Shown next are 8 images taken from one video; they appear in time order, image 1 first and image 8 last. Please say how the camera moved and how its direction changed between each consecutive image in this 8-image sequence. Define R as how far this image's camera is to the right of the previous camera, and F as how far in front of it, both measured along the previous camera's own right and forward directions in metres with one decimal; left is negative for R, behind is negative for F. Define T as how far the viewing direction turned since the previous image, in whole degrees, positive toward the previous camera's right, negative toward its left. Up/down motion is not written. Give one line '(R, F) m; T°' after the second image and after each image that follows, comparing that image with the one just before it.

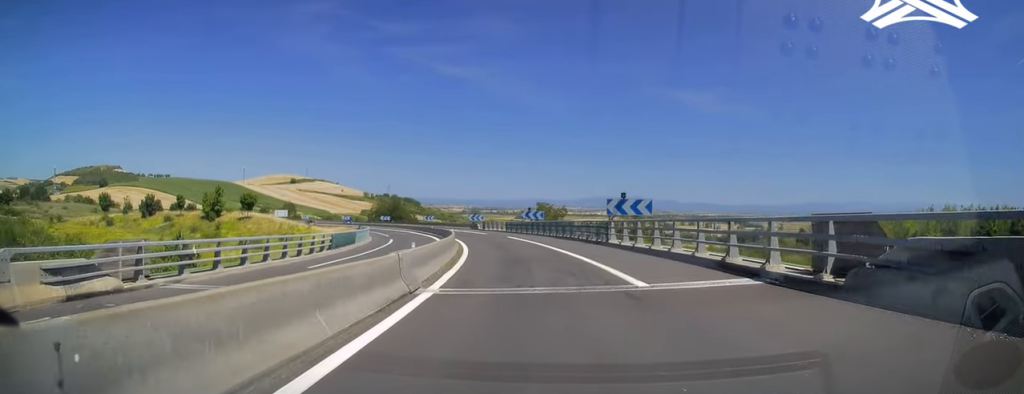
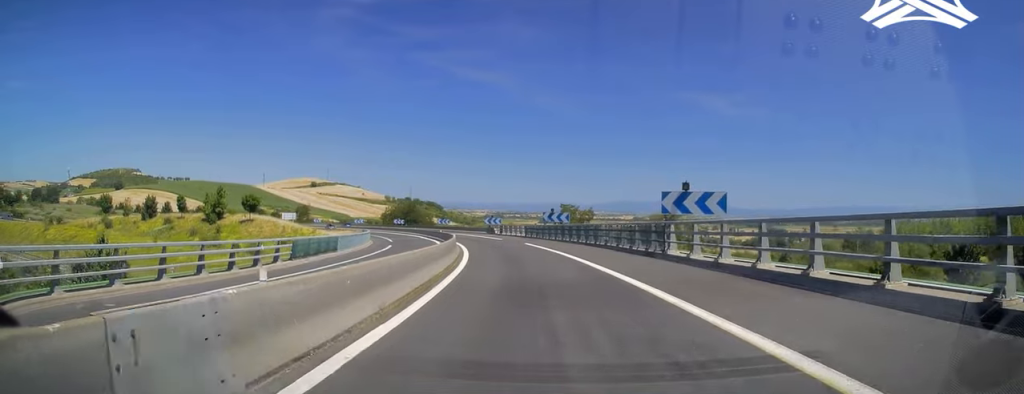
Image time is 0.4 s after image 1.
(+0.1, +9.2) m; -2°
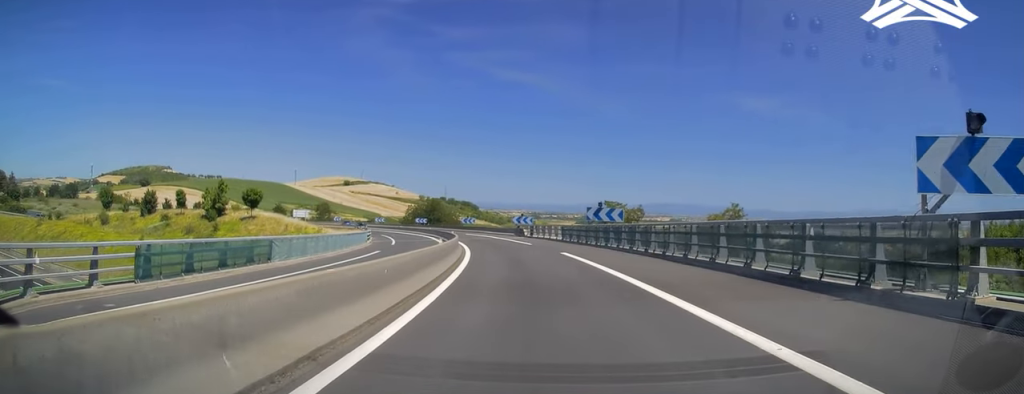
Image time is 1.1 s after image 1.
(-0.8, +14.2) m; -4°
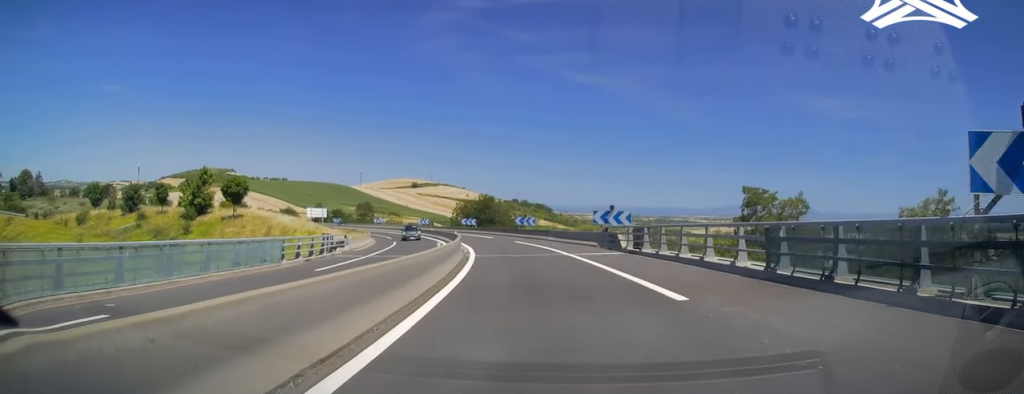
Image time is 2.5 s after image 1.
(-2.0, +30.5) m; -7°
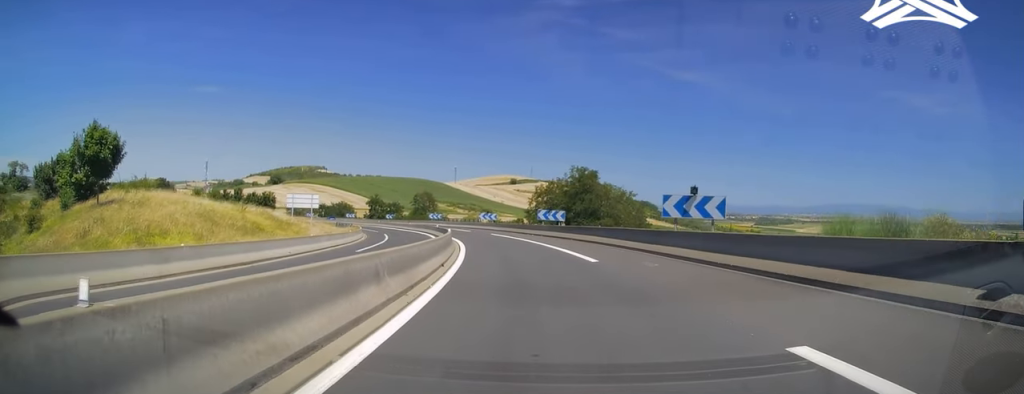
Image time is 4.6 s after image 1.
(-3.8, +43.6) m; -9°
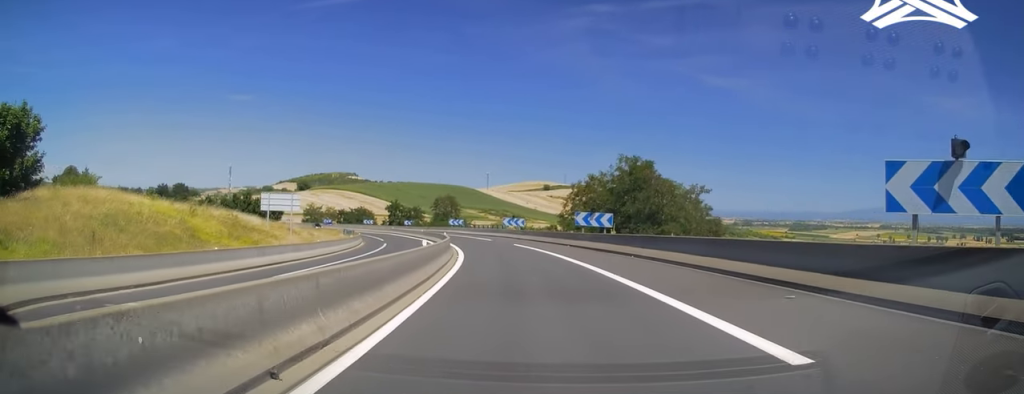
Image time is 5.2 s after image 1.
(-0.1, +13.6) m; -3°
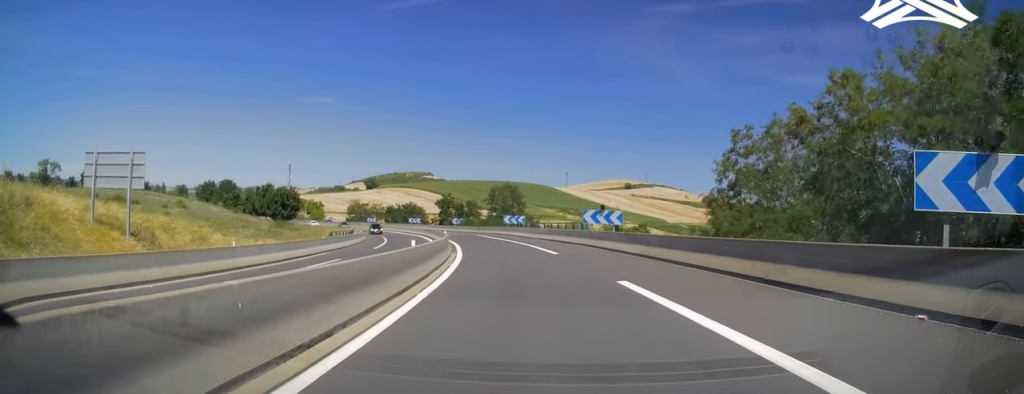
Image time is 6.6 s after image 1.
(-2.3, +30.3) m; -8°
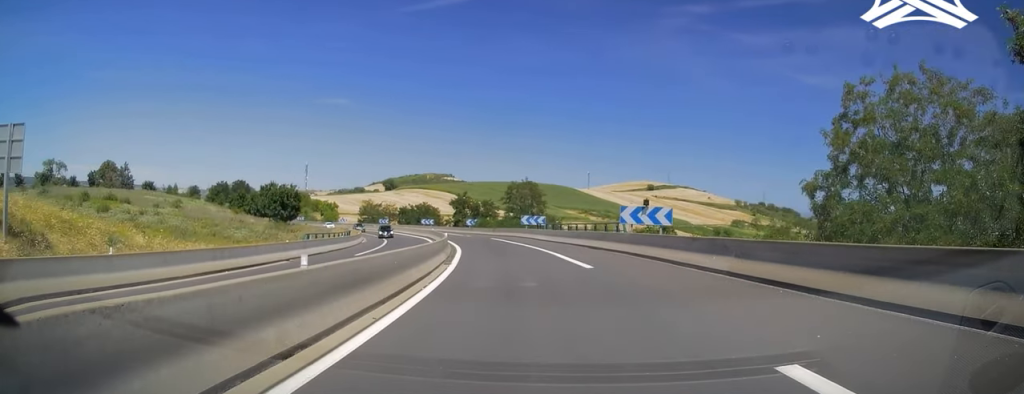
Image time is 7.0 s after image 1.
(-0.4, +8.5) m; -2°
